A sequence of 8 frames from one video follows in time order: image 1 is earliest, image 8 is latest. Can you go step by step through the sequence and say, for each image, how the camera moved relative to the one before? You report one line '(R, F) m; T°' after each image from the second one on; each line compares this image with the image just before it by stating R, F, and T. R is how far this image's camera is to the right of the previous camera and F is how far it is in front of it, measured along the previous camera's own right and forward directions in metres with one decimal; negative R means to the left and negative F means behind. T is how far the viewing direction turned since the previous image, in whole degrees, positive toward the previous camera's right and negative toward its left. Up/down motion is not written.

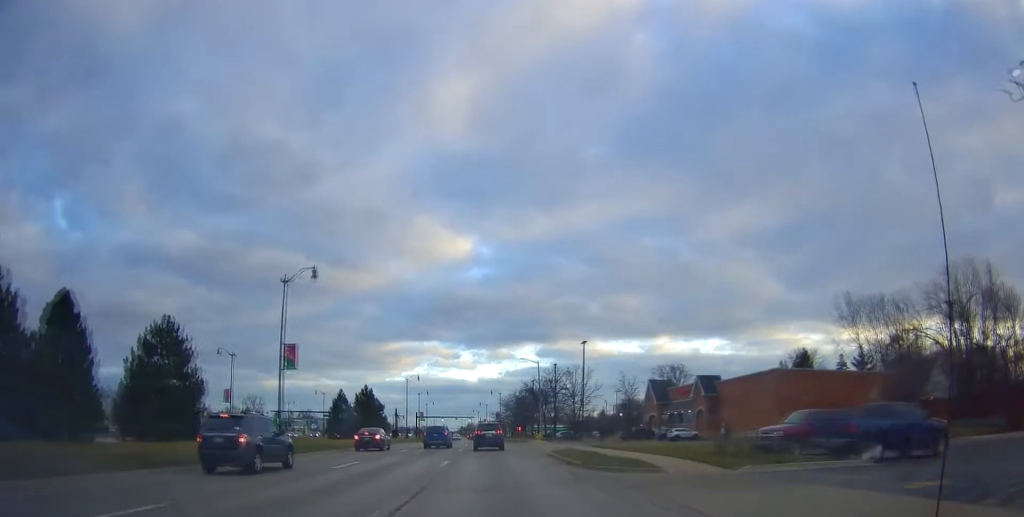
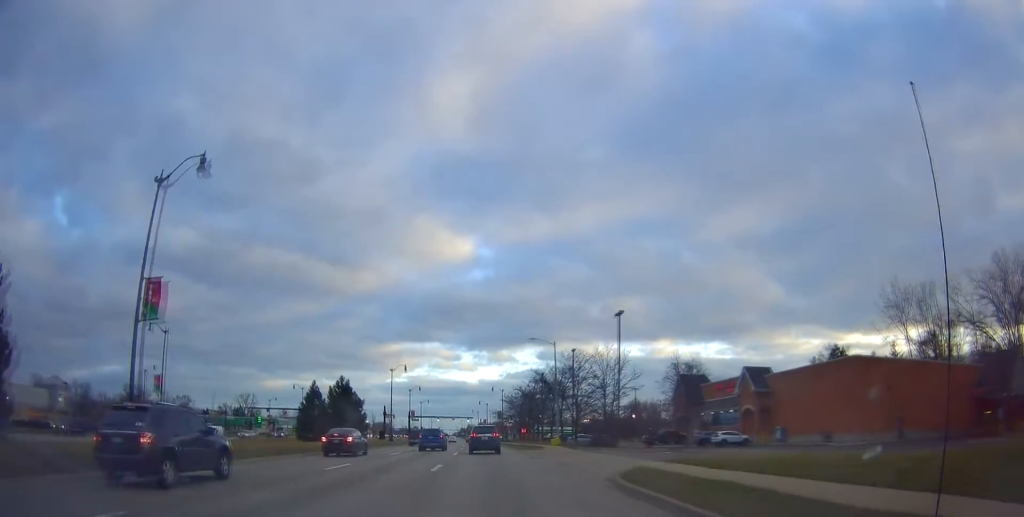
(+0.7, +16.2) m; 0°
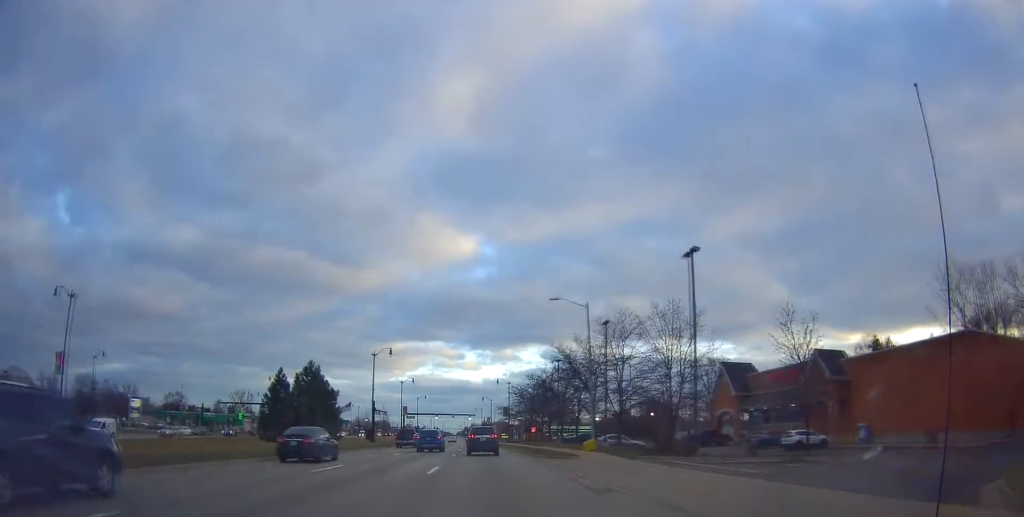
(-0.5, +15.8) m; -1°
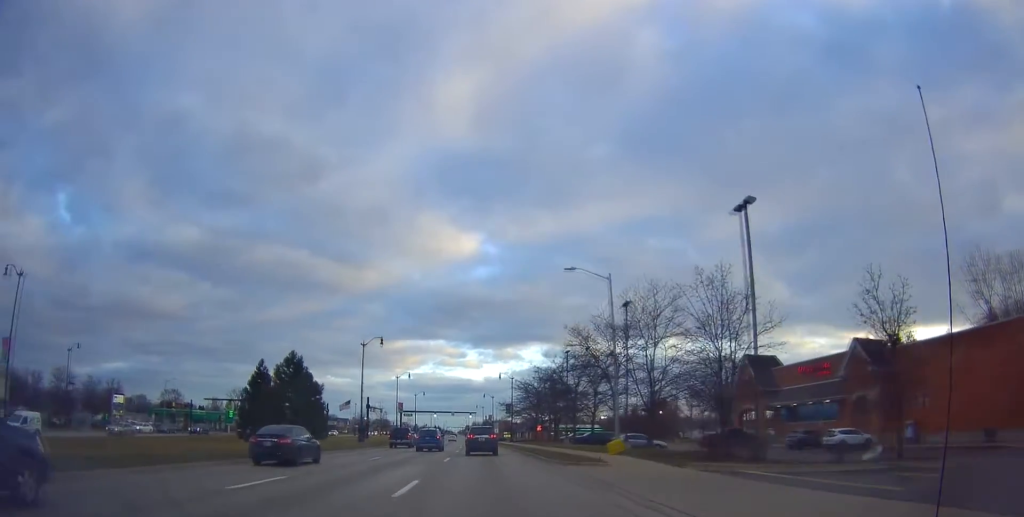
(0.0, +6.7) m; 0°
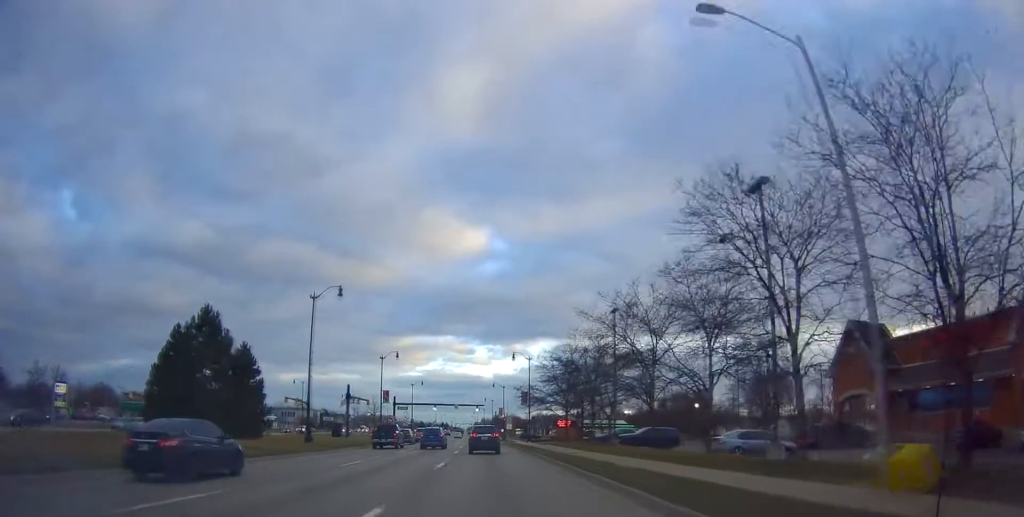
(+0.2, +20.8) m; -1°
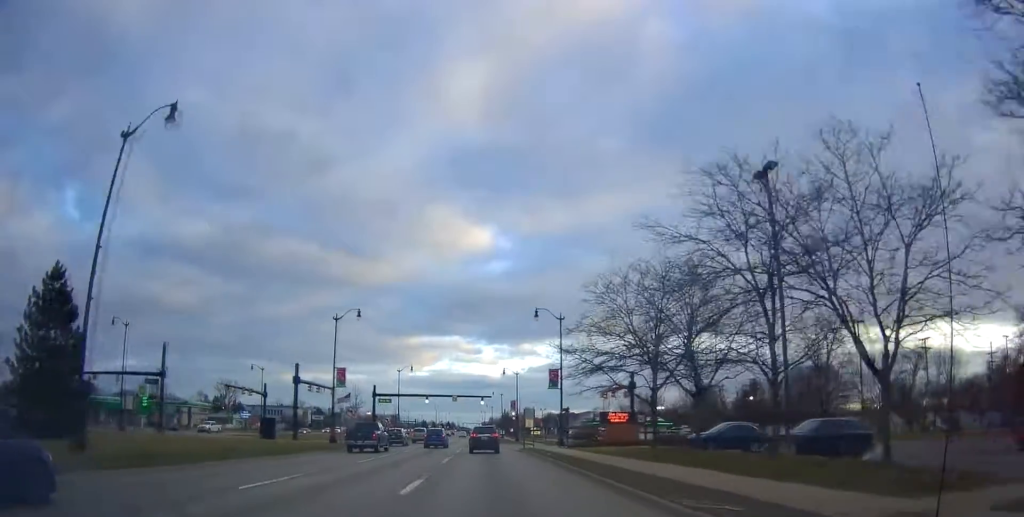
(-0.2, +25.9) m; +2°
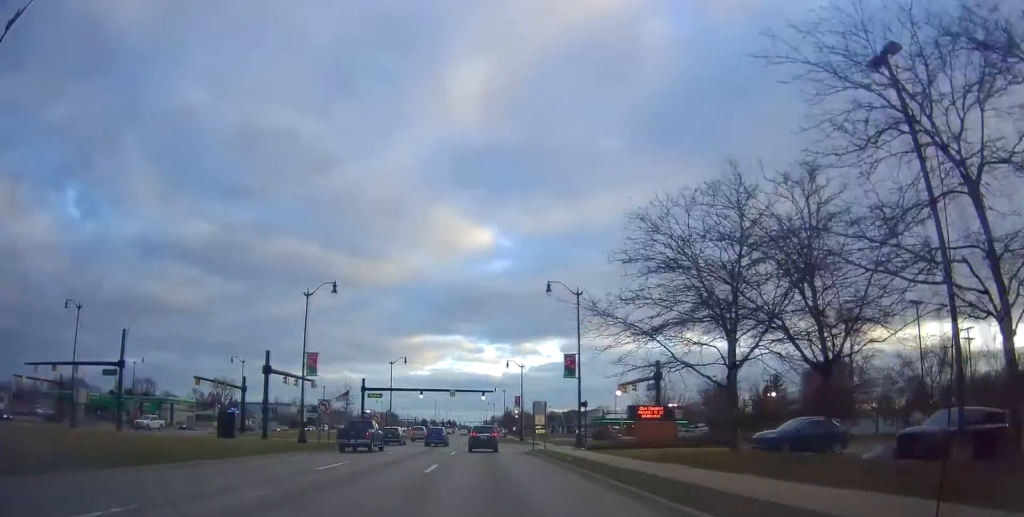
(+0.4, +8.5) m; 0°
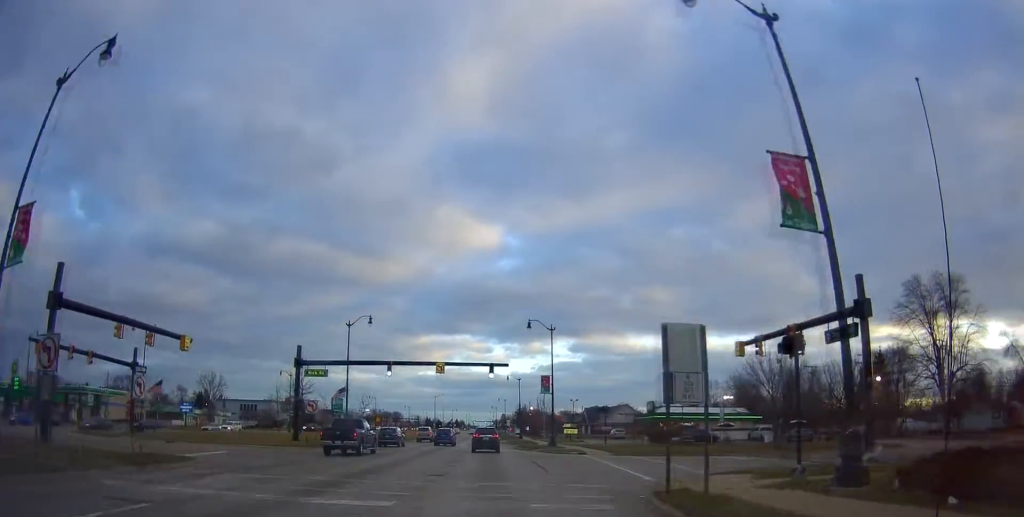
(-1.4, +28.5) m; -6°
